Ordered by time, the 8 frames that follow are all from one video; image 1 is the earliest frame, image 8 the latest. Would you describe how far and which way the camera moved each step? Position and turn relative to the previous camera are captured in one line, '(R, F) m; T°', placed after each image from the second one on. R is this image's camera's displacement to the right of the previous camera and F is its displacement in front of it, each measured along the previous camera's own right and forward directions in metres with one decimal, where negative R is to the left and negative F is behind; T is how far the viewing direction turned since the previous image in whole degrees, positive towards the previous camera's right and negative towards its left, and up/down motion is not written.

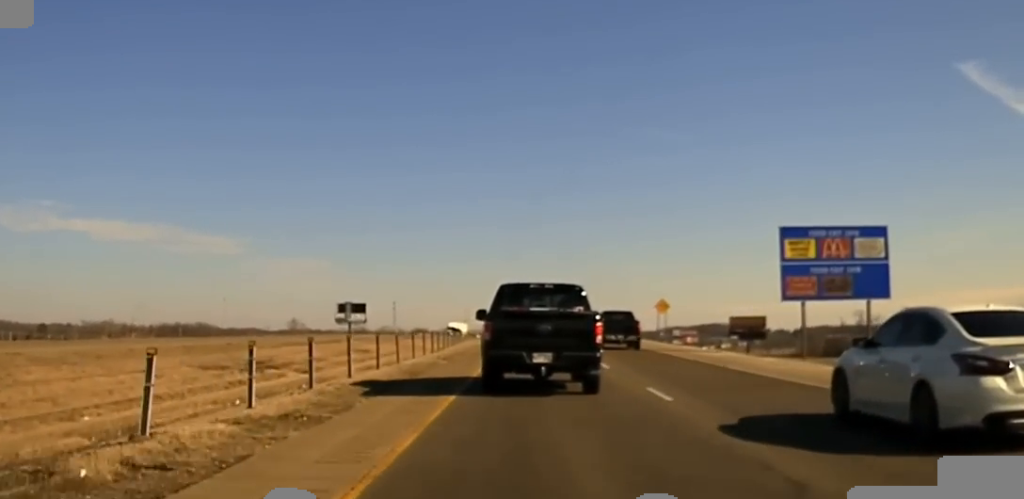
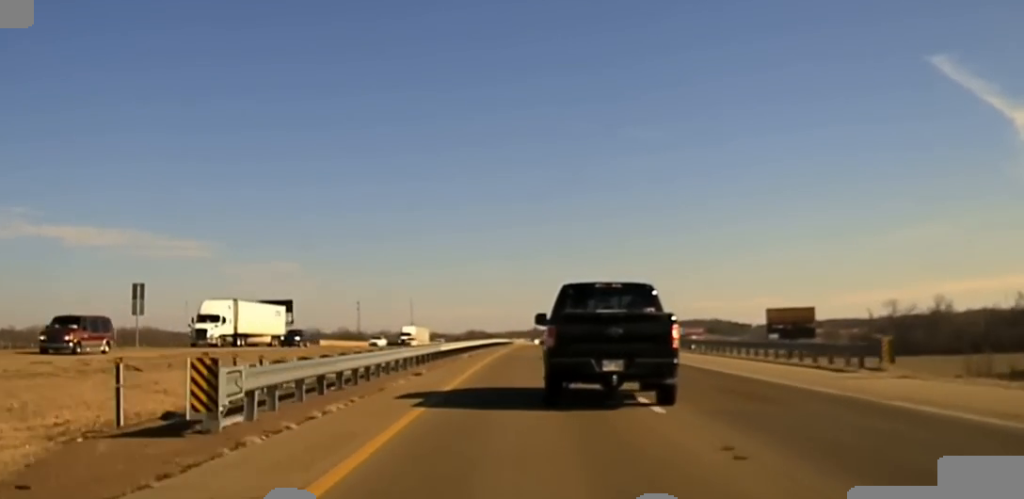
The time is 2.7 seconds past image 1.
(+1.9, +83.6) m; +2°
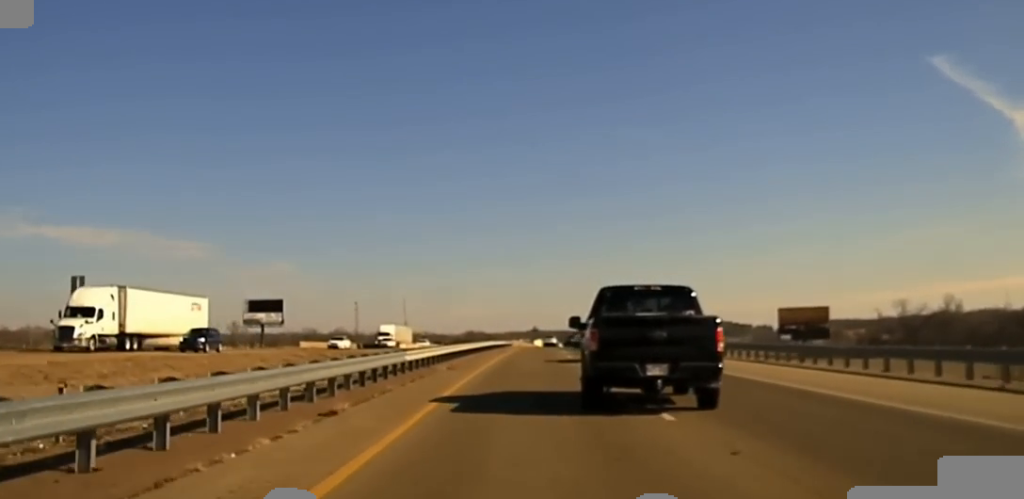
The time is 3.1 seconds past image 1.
(-0.3, +14.2) m; 0°
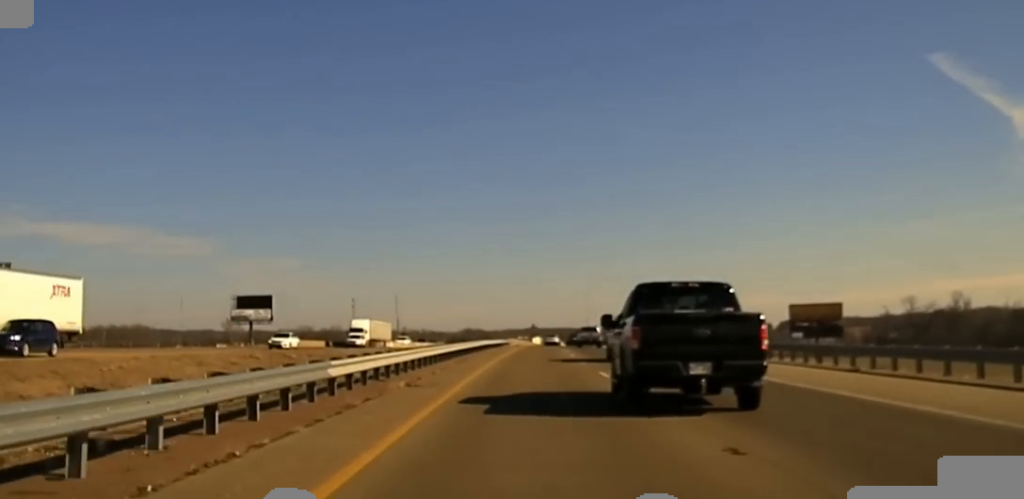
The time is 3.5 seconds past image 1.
(-0.3, +15.4) m; 0°
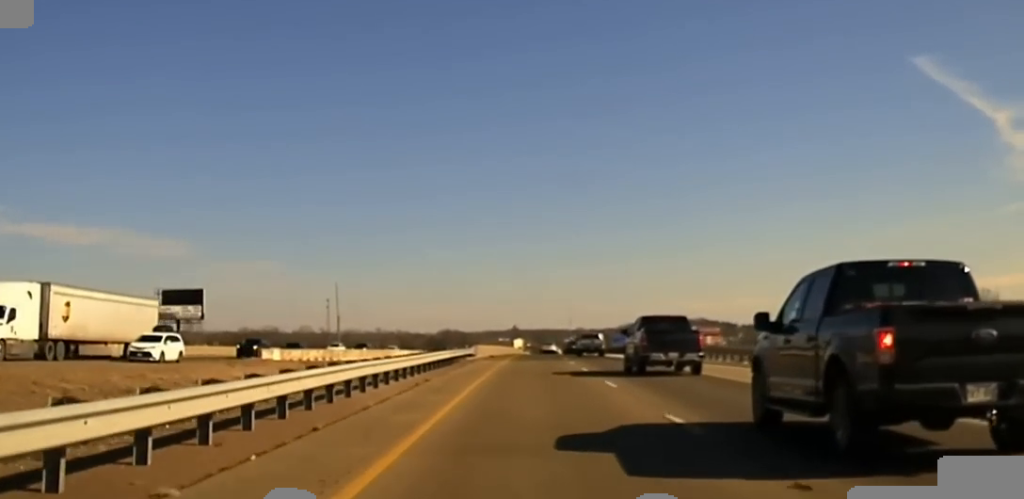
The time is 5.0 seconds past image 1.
(+1.1, +58.1) m; +1°
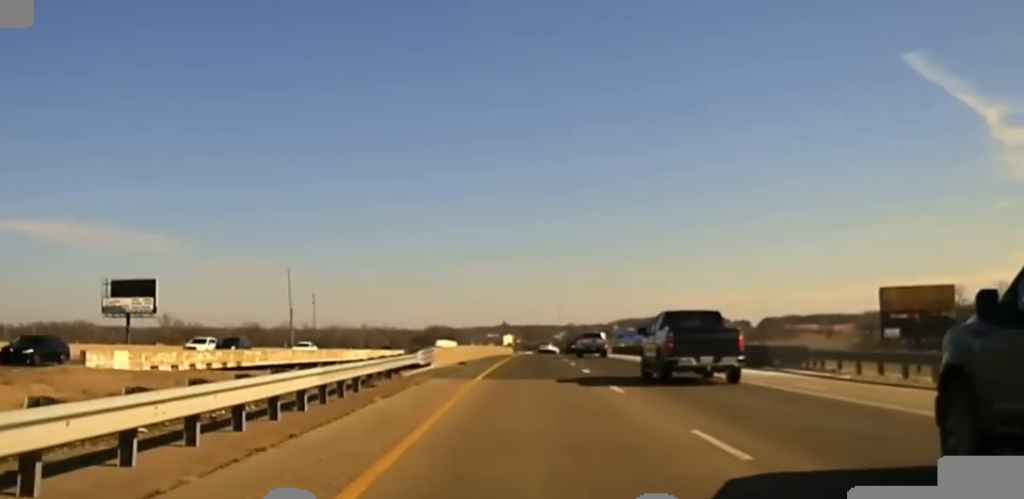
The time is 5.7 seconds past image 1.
(-0.1, +27.1) m; 0°
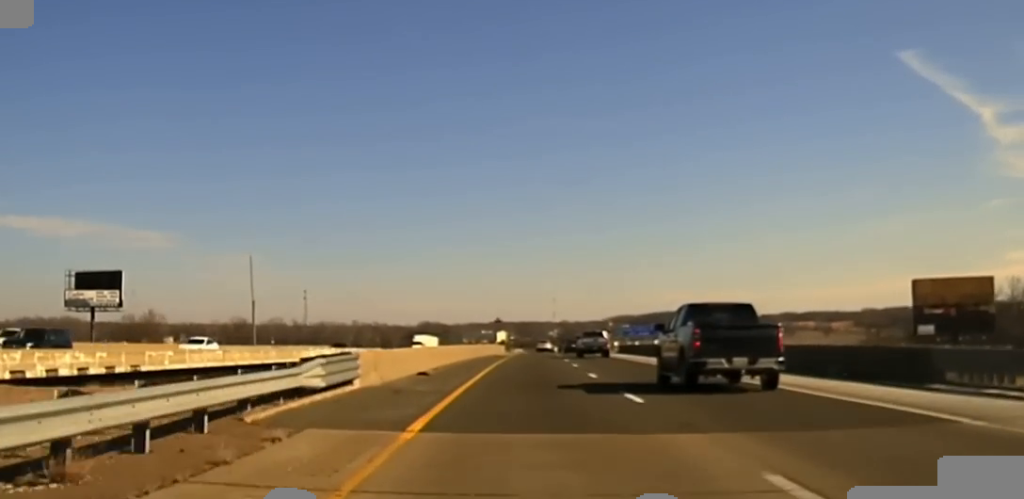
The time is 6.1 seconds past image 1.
(+0.1, +17.9) m; 0°
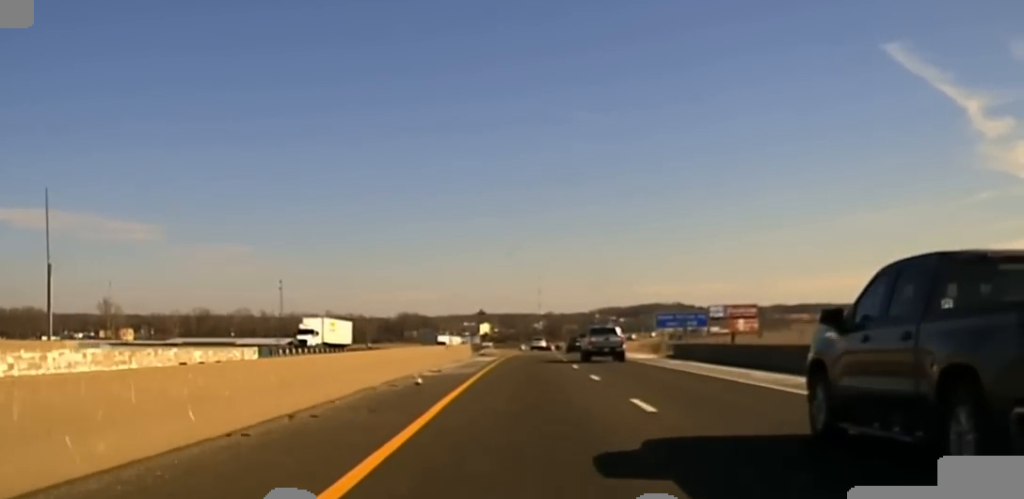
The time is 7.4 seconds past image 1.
(+0.6, +48.3) m; +1°
